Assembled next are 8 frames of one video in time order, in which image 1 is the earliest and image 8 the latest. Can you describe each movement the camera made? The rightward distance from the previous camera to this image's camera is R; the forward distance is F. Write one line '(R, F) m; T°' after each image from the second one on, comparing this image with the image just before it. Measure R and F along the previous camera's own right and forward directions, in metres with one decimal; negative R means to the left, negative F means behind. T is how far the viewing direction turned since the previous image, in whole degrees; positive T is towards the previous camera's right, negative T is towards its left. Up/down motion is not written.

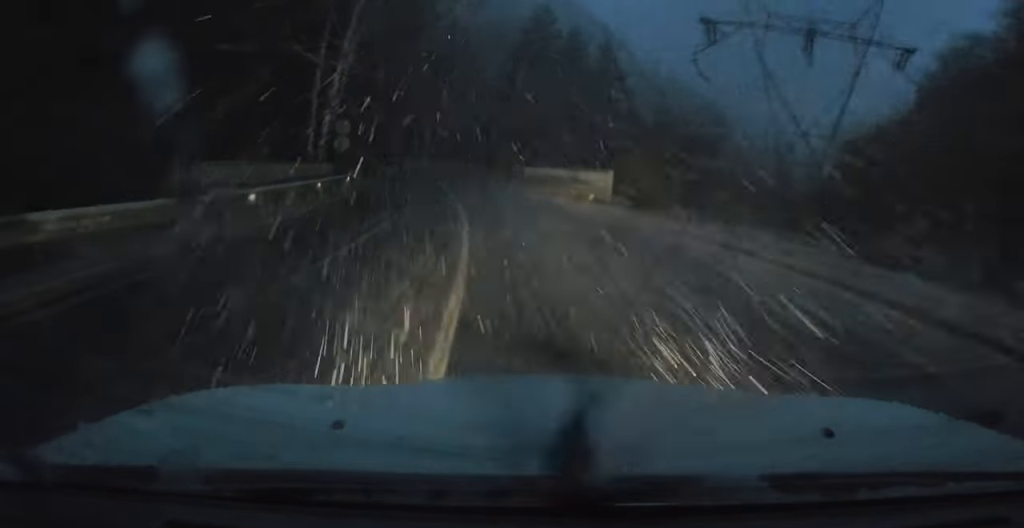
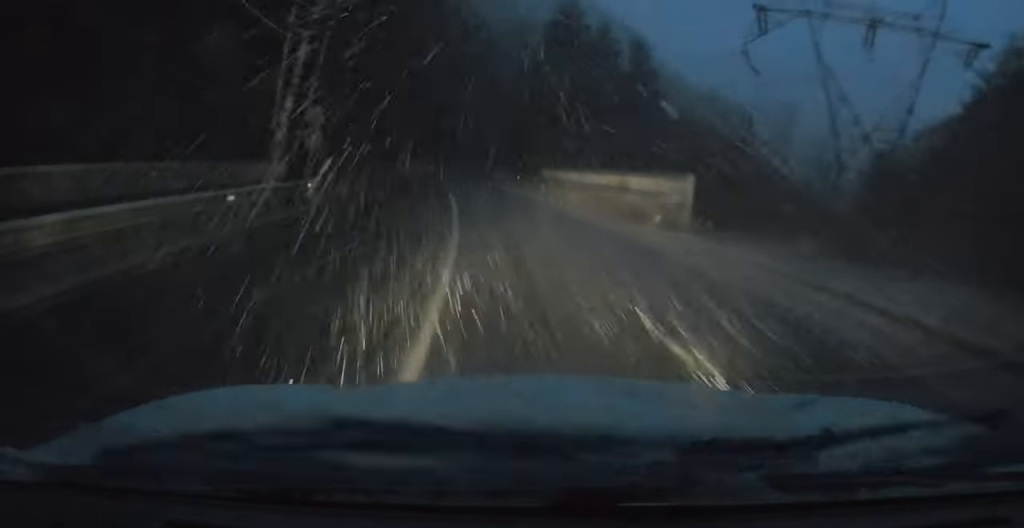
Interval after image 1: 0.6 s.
(-0.3, +6.9) m; -1°
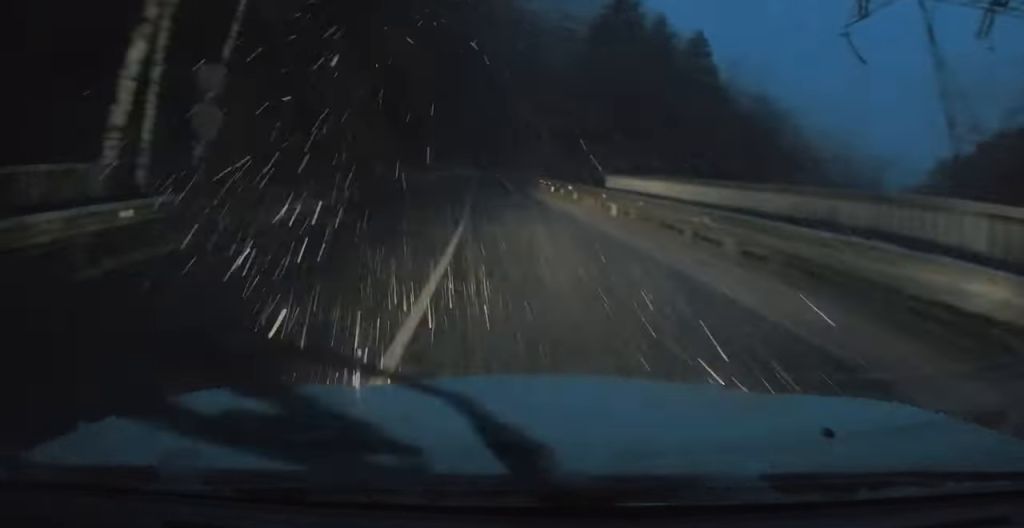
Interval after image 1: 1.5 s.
(0.0, +9.9) m; -2°
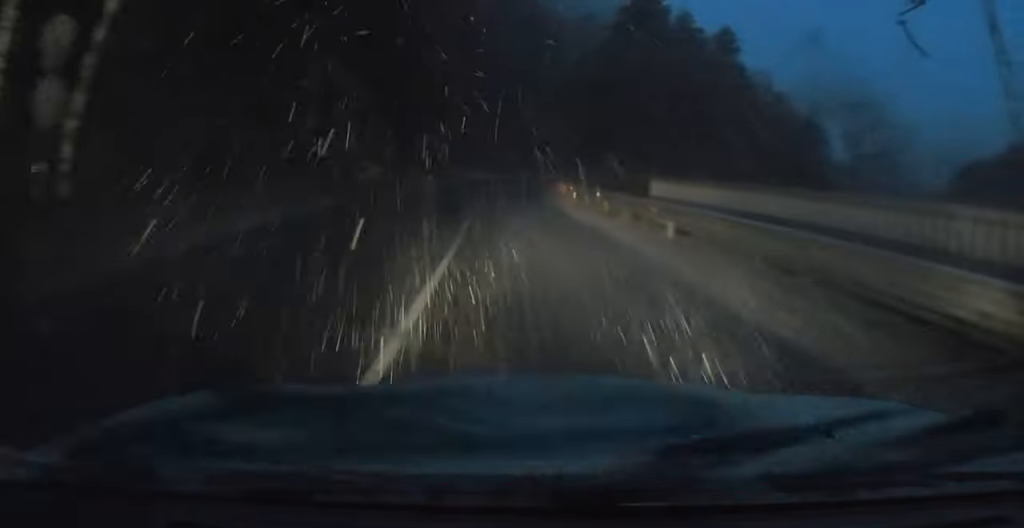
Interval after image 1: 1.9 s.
(0.0, +4.9) m; -1°
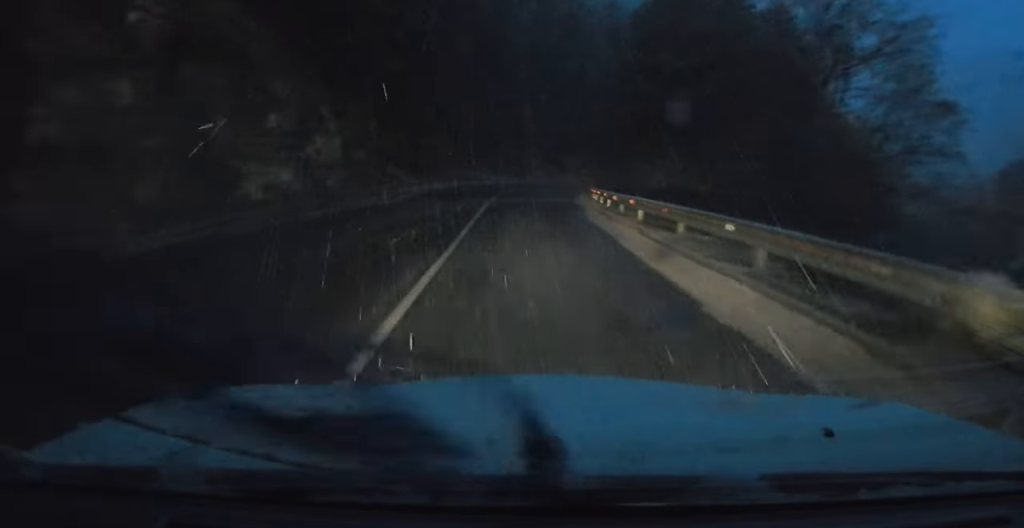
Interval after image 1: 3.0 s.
(-0.4, +12.4) m; -1°
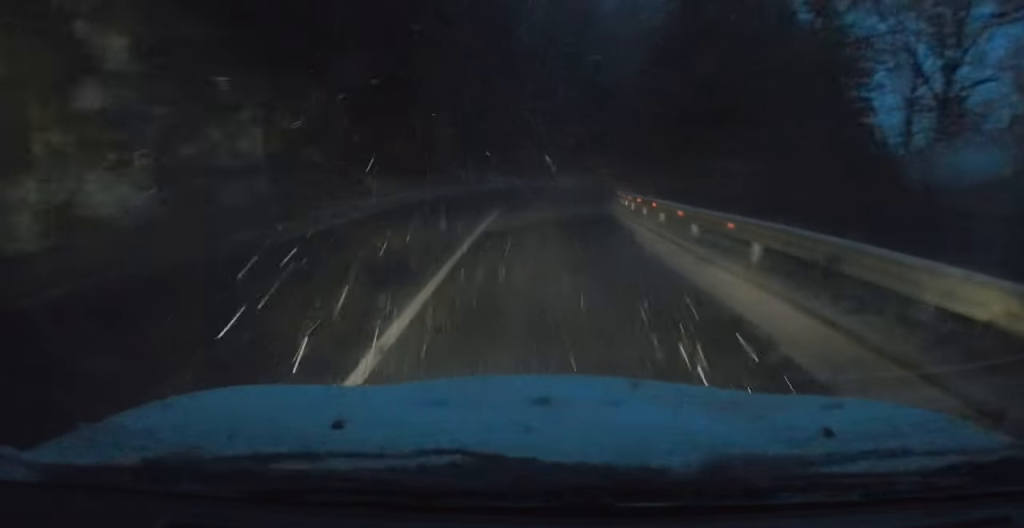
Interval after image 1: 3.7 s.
(0.0, +7.5) m; +1°
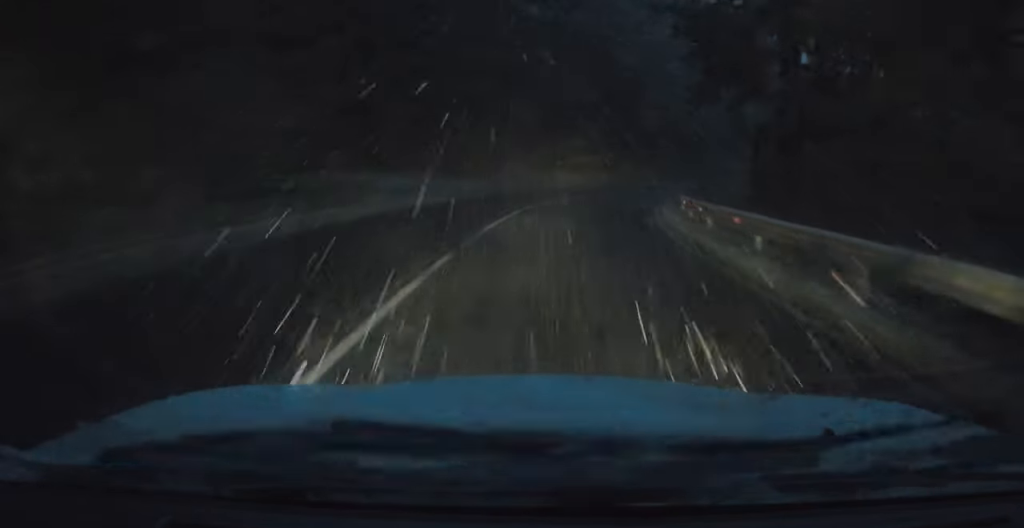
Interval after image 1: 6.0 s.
(+1.8, +26.7) m; +9°
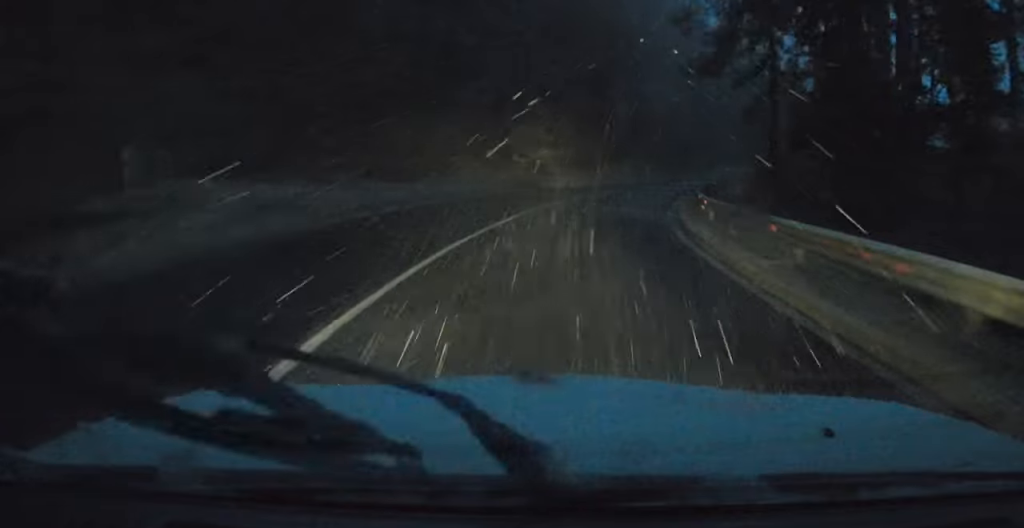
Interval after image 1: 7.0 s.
(+0.4, +10.5) m; +5°
